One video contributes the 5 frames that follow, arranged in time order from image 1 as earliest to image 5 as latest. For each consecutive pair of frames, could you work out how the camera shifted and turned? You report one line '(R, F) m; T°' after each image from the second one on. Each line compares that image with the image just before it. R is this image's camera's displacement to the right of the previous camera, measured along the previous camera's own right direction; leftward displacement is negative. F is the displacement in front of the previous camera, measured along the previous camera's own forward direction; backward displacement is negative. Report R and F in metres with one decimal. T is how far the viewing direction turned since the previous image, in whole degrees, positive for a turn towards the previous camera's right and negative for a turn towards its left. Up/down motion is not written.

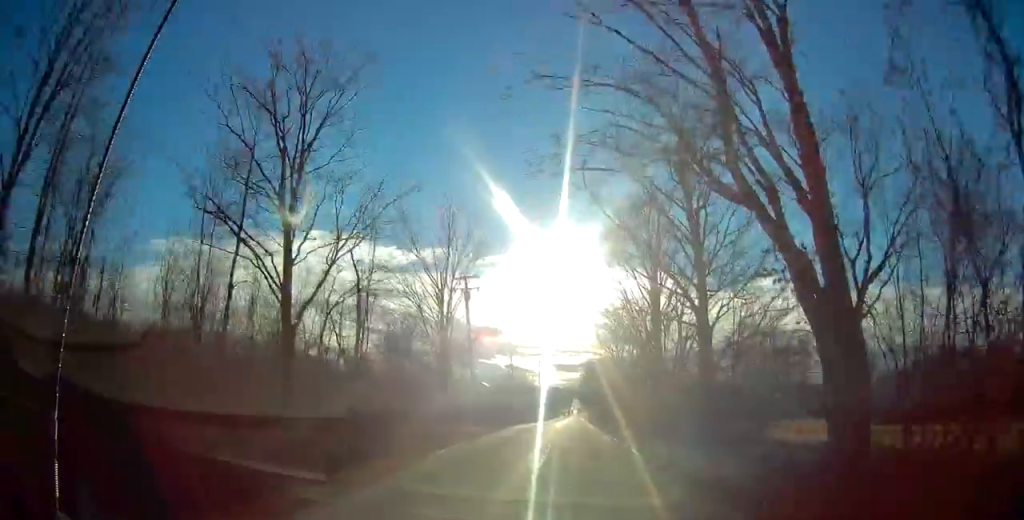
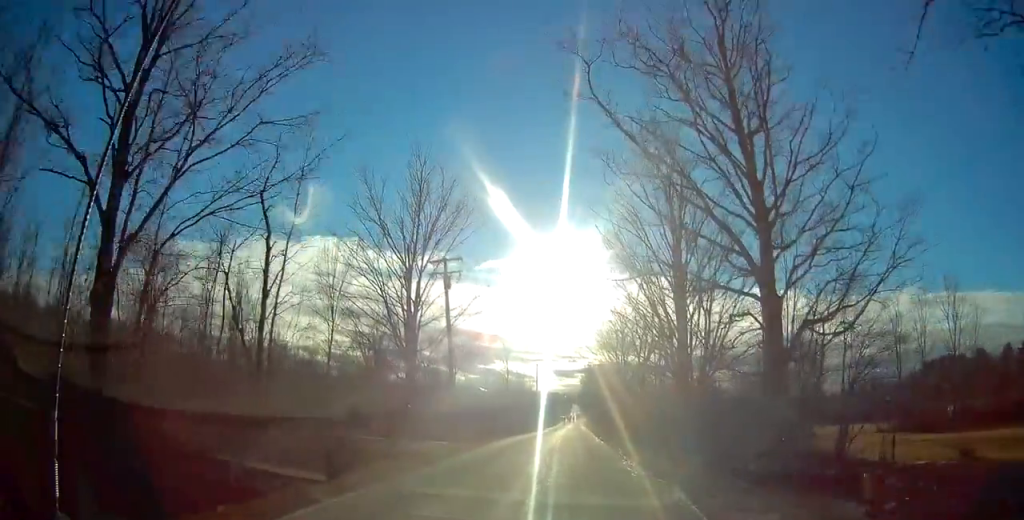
(0.0, +8.2) m; 0°
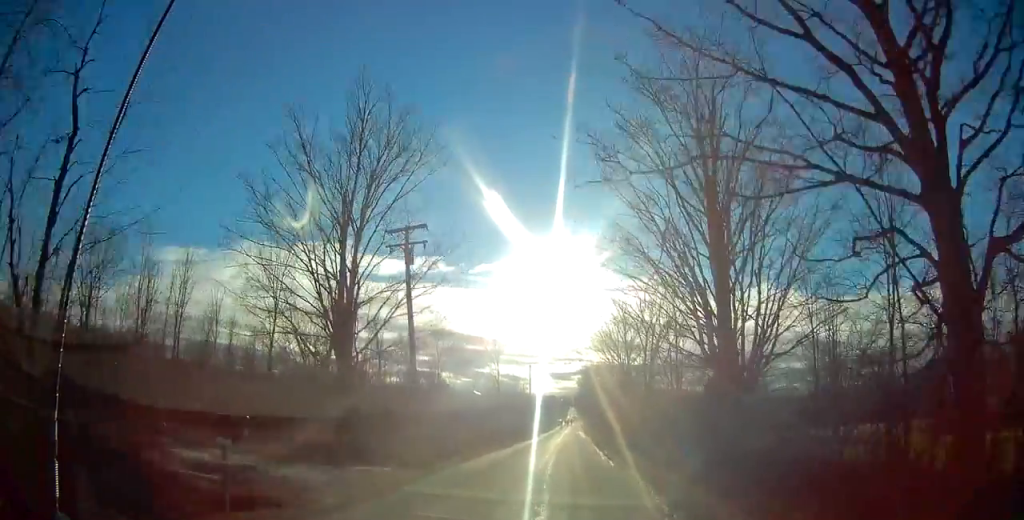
(0.0, +8.9) m; 0°
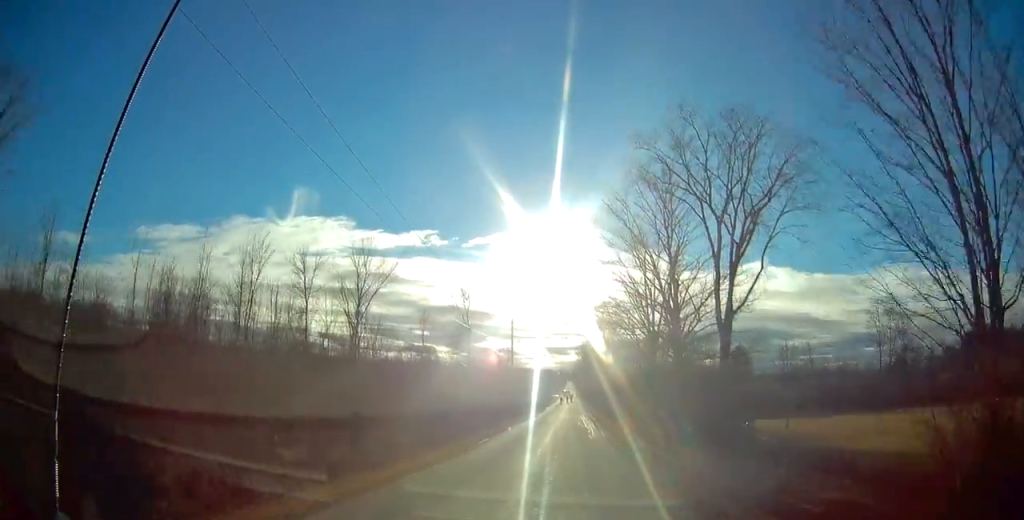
(+1.7, +29.1) m; +2°
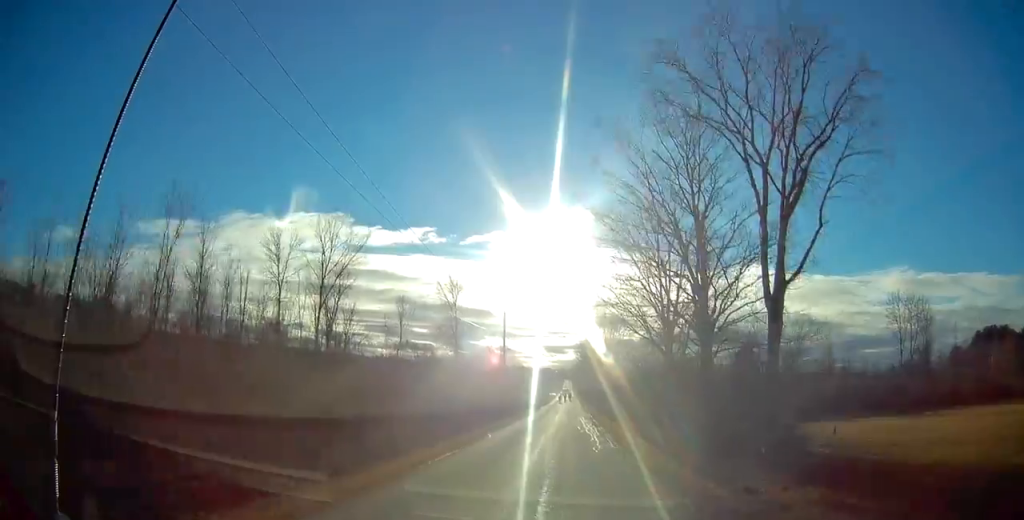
(-0.5, +7.1) m; -1°
